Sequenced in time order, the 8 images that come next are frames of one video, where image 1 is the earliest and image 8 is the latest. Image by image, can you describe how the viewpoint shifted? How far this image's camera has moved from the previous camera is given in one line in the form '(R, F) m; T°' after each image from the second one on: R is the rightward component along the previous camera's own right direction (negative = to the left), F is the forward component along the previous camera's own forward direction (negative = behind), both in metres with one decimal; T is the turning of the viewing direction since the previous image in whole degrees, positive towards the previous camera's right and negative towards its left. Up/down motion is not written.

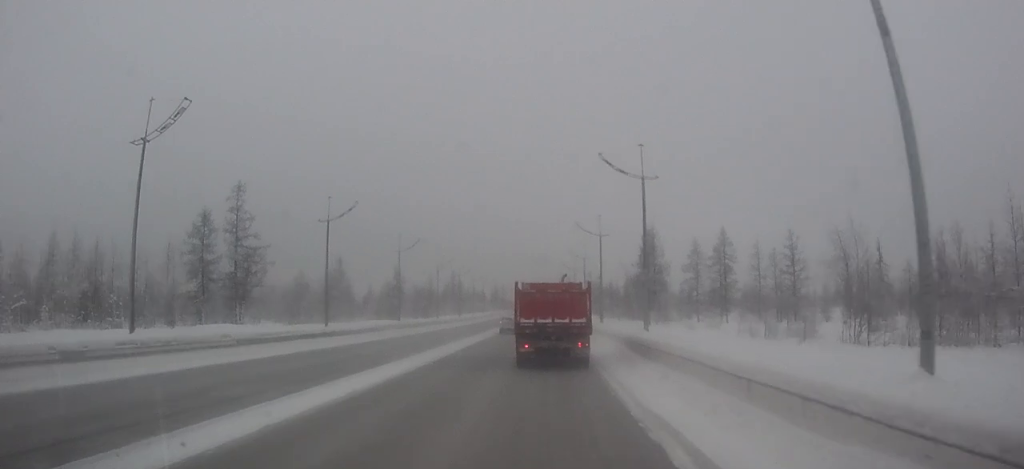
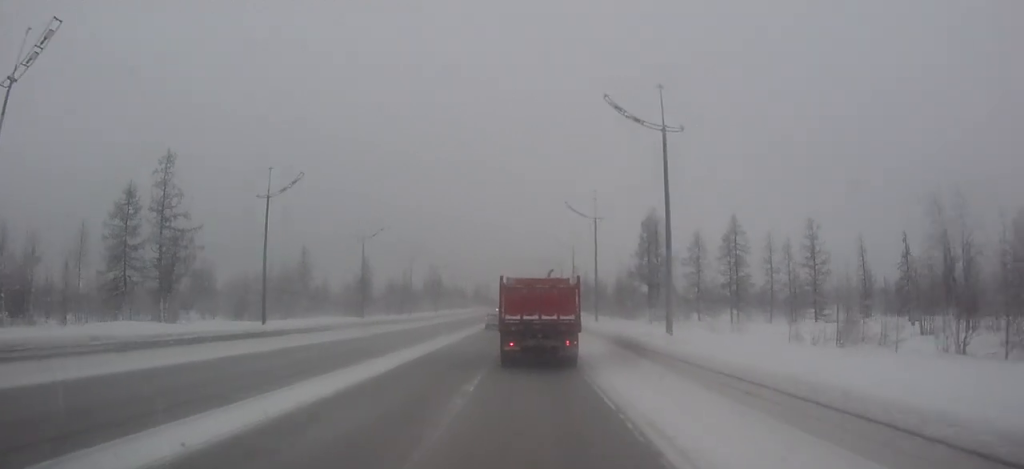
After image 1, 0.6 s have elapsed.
(0.0, +8.6) m; 0°
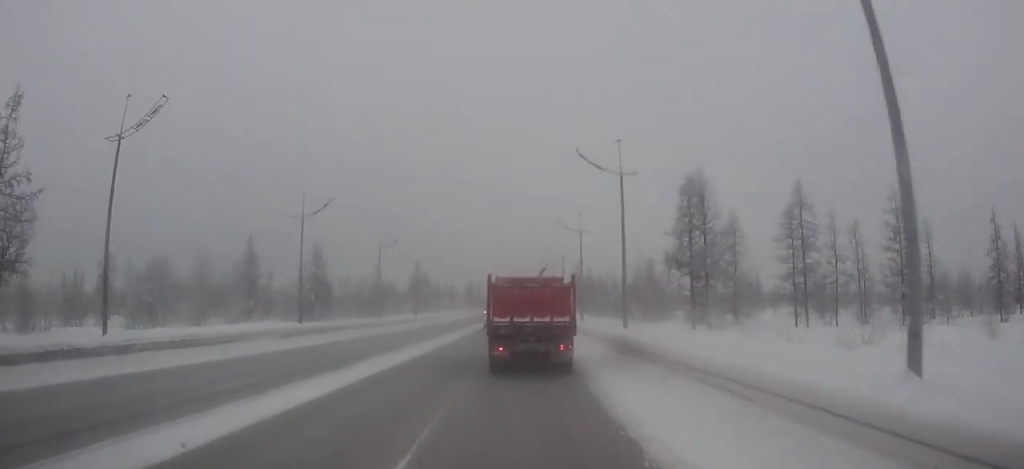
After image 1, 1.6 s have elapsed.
(+0.1, +15.9) m; 0°
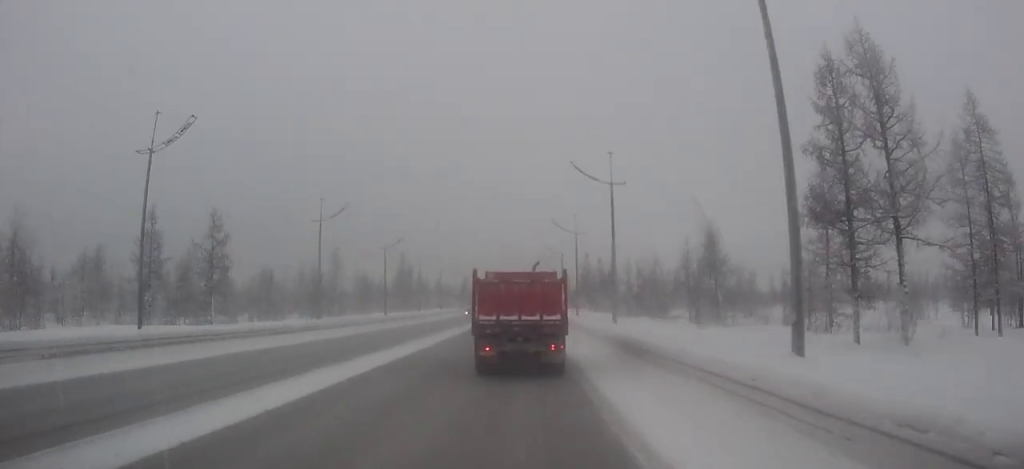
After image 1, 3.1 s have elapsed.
(0.0, +21.1) m; 0°
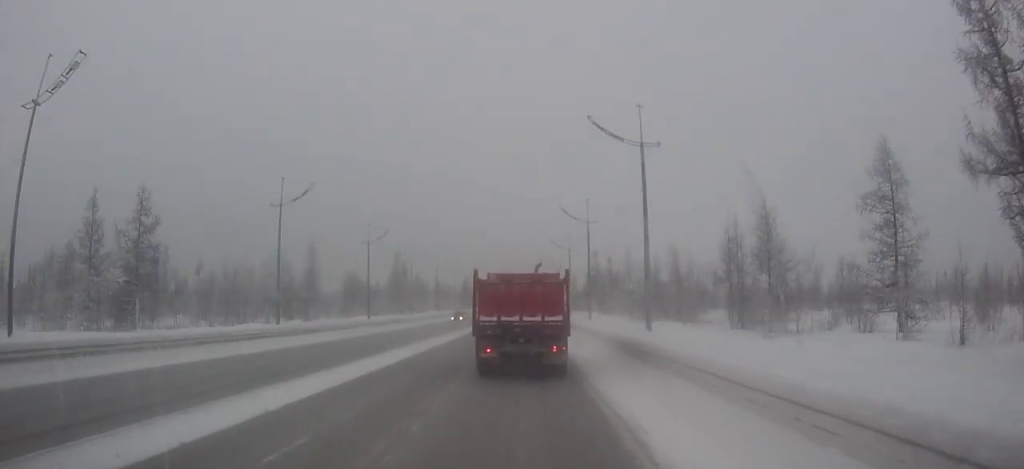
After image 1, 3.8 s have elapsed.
(0.0, +9.3) m; 0°
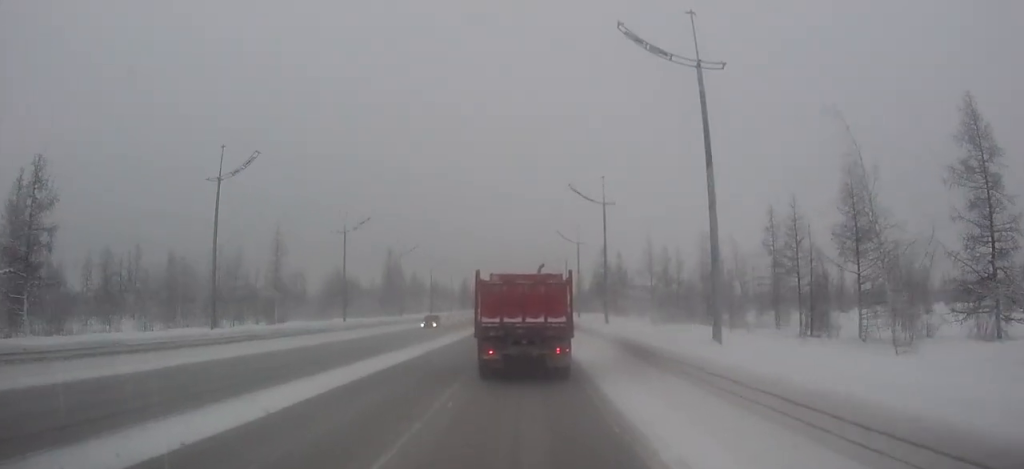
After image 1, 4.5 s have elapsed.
(0.0, +9.7) m; 0°
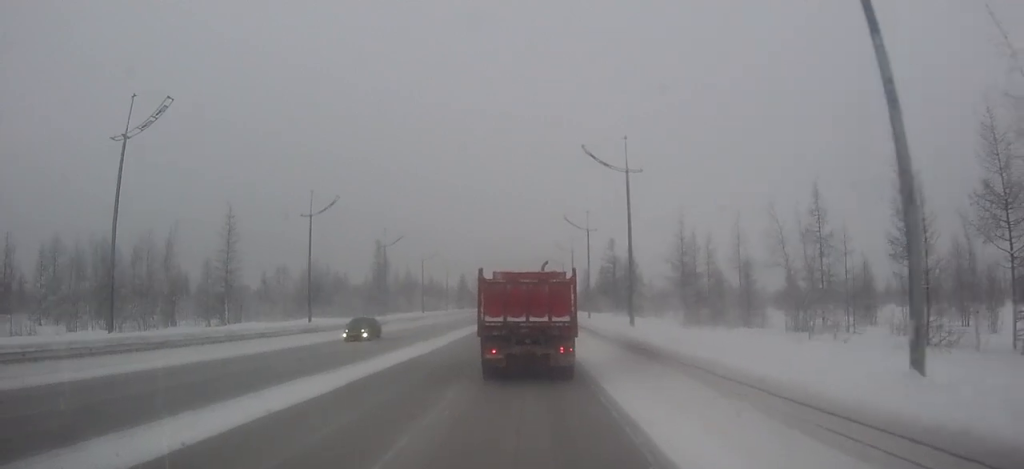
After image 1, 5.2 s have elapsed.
(0.0, +9.6) m; 0°
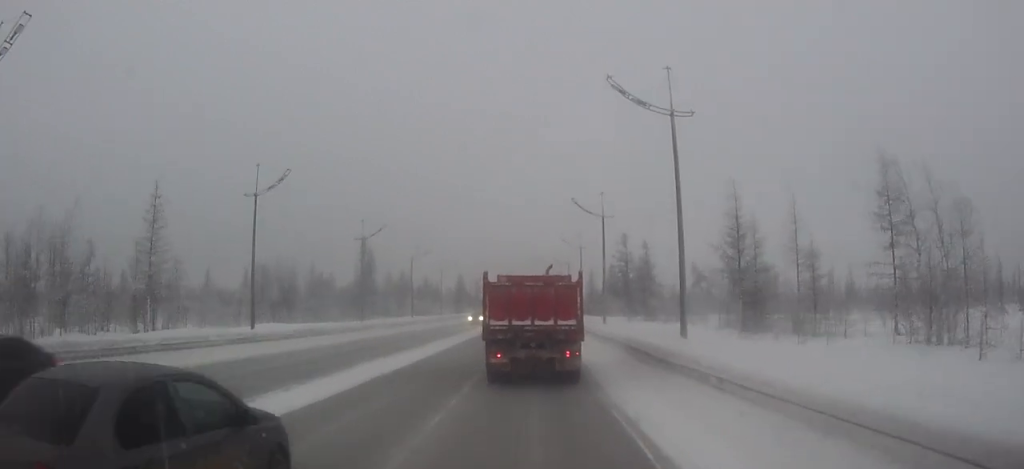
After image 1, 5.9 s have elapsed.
(0.0, +10.5) m; 0°
